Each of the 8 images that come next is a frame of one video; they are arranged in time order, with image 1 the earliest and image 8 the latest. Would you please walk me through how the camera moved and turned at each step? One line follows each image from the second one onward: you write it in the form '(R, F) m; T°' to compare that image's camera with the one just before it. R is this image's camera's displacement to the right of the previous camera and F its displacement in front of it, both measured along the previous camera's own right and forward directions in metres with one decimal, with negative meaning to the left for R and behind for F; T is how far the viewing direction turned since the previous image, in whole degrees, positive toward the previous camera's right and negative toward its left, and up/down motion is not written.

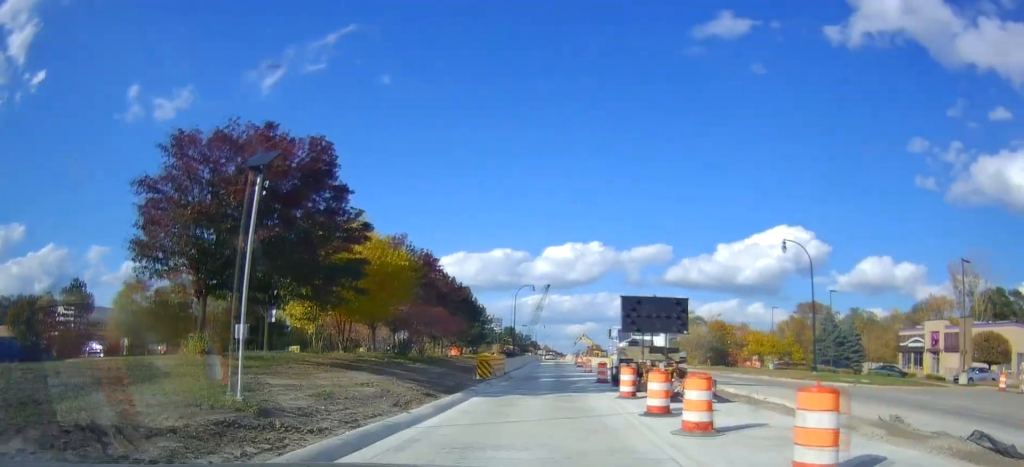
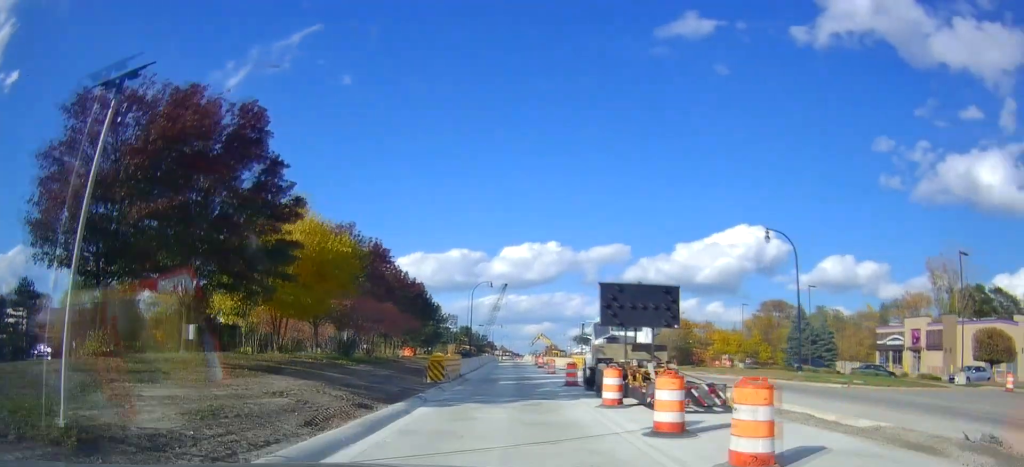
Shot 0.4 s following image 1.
(0.0, +3.4) m; +3°
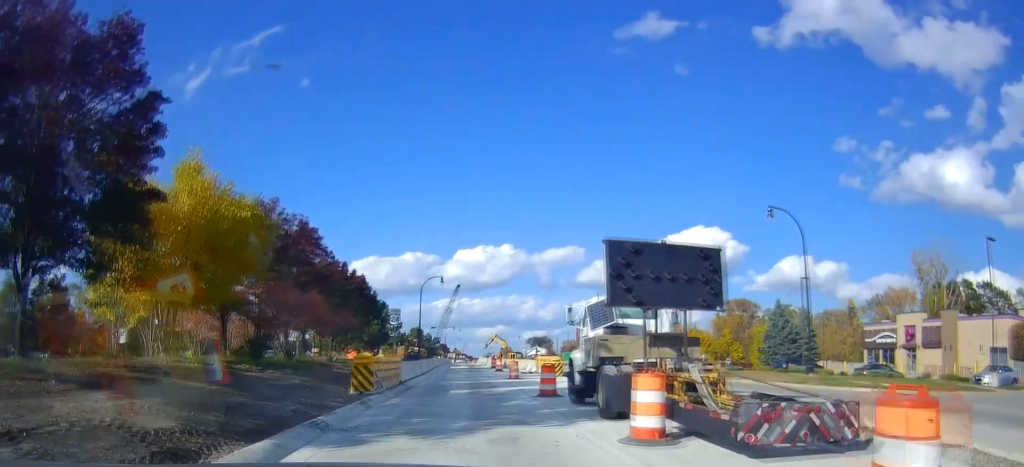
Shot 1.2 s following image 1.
(+0.4, +6.6) m; +6°
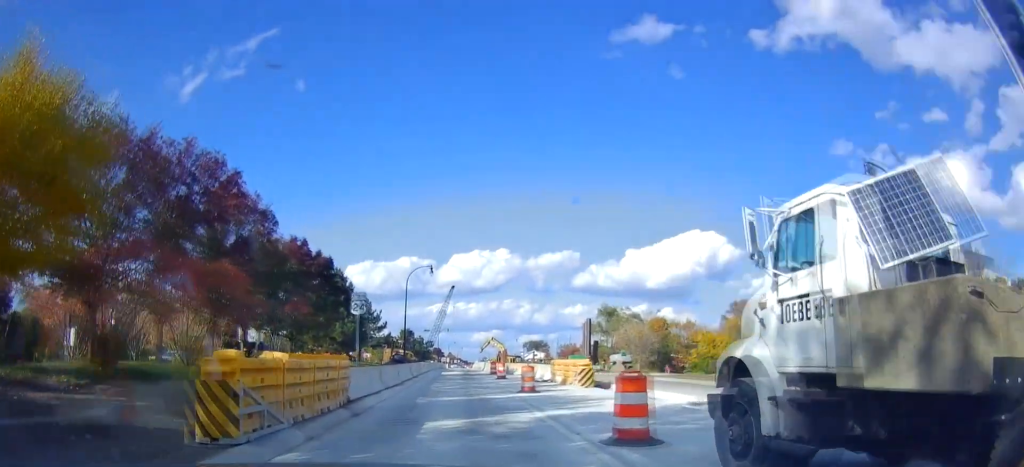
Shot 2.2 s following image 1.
(+0.7, +9.8) m; +6°
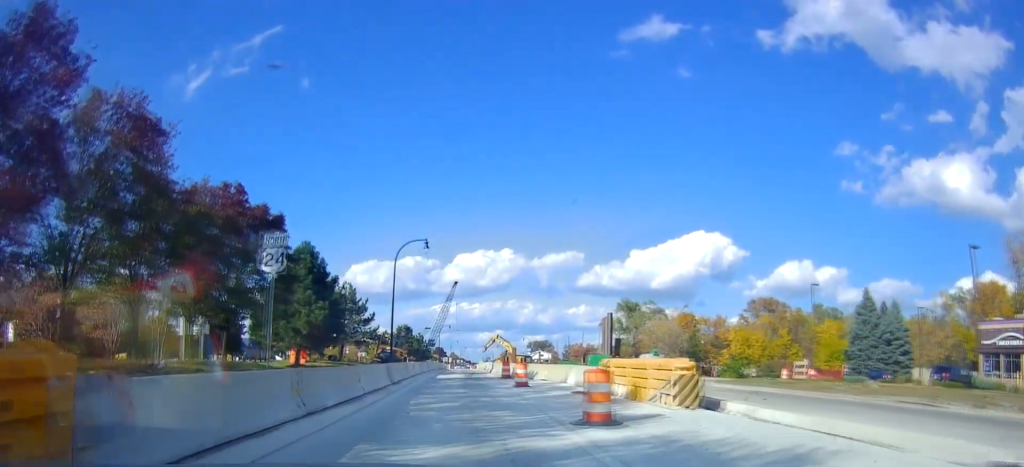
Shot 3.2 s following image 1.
(+0.4, +11.1) m; +2°
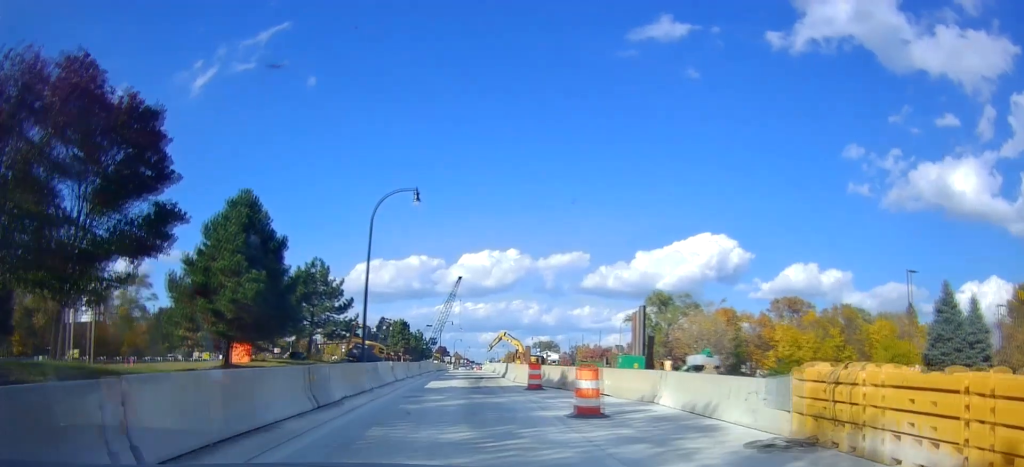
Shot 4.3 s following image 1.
(0.0, +12.6) m; -3°
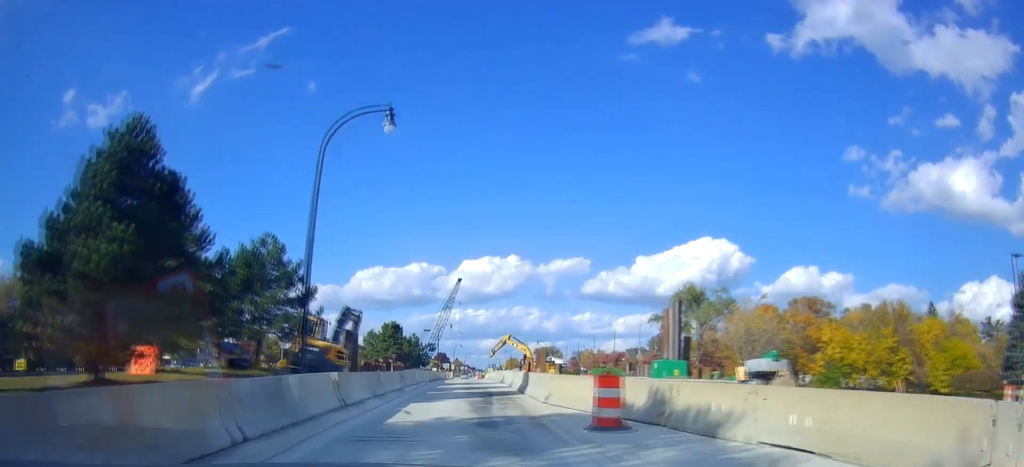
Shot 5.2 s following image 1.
(-0.5, +10.8) m; -2°
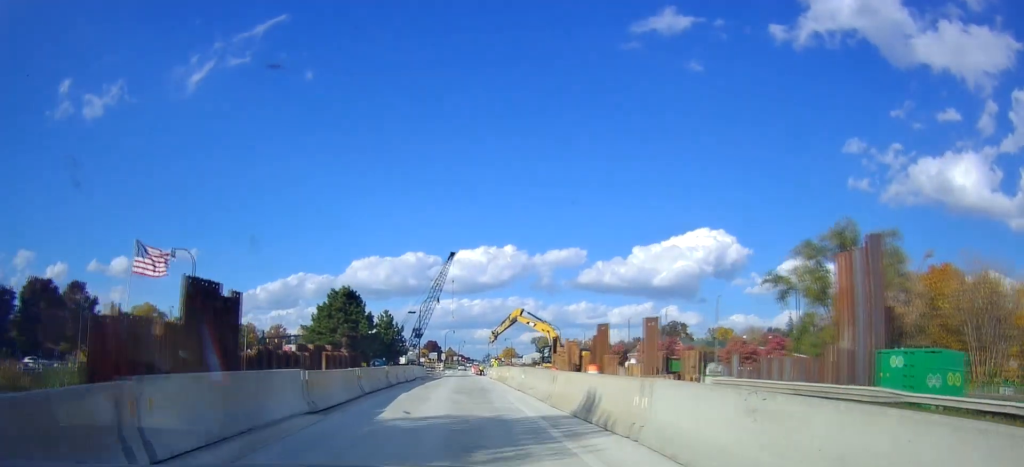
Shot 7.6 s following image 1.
(+1.1, +29.8) m; +1°
